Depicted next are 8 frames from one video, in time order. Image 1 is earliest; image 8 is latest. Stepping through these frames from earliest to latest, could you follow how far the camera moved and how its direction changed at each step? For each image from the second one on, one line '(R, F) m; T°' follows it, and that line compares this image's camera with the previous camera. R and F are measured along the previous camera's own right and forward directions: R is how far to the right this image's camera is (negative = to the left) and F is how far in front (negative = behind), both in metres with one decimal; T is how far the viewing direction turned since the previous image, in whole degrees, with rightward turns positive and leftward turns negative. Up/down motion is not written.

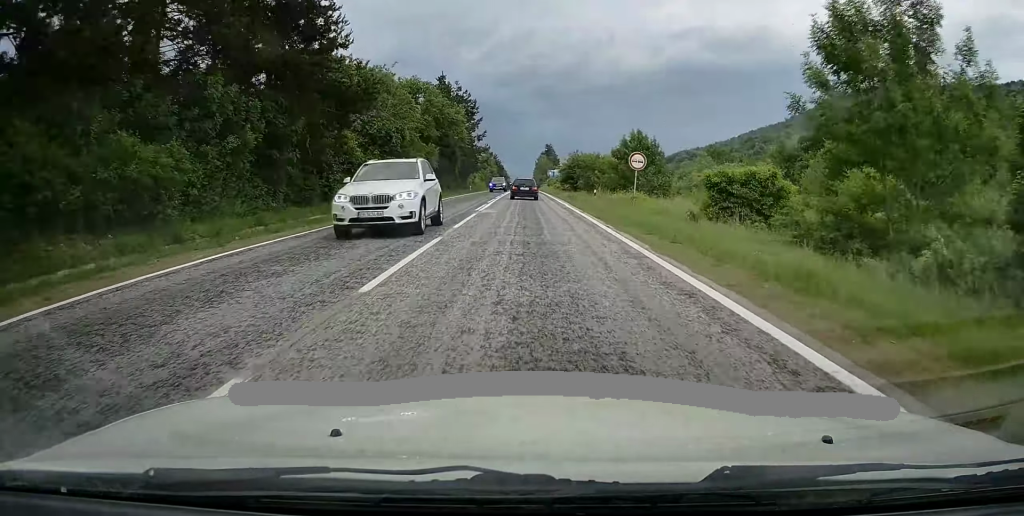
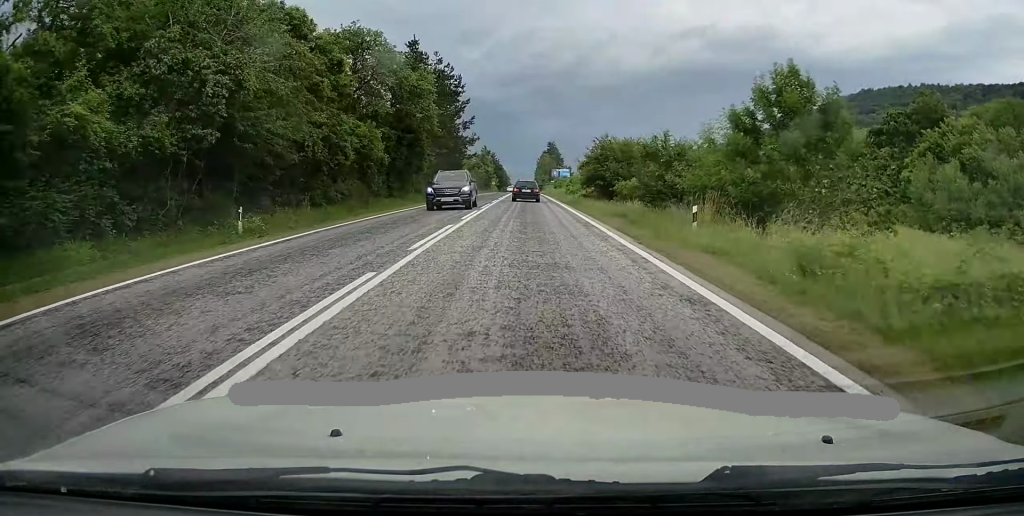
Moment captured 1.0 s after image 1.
(+0.3, +23.3) m; 0°
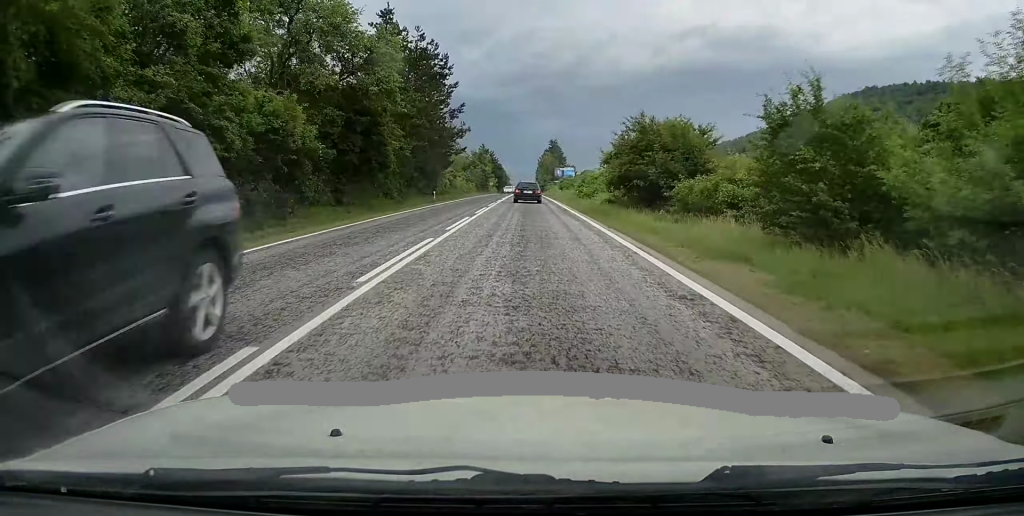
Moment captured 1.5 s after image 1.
(-0.1, +12.8) m; 0°
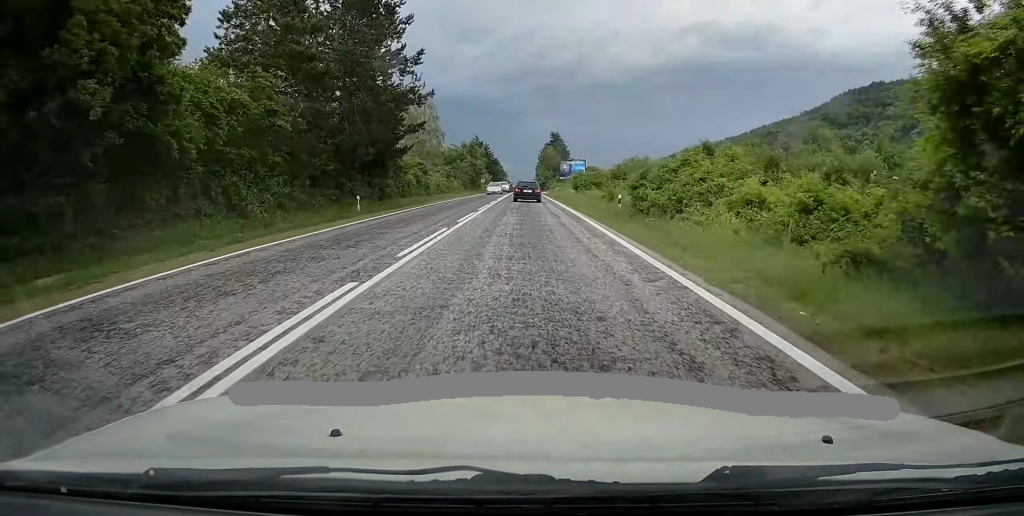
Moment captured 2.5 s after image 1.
(-0.1, +24.0) m; 0°
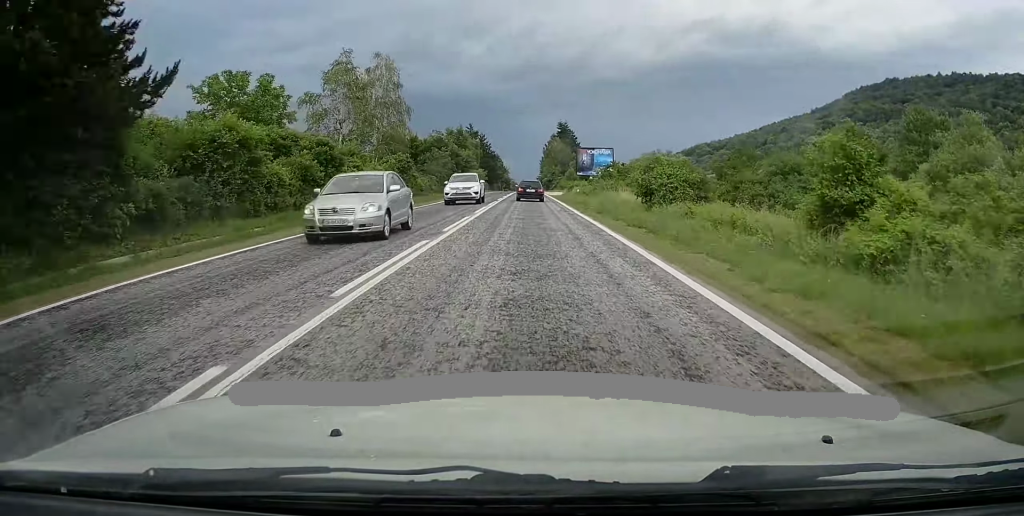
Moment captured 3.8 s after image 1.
(0.0, +30.3) m; -1°
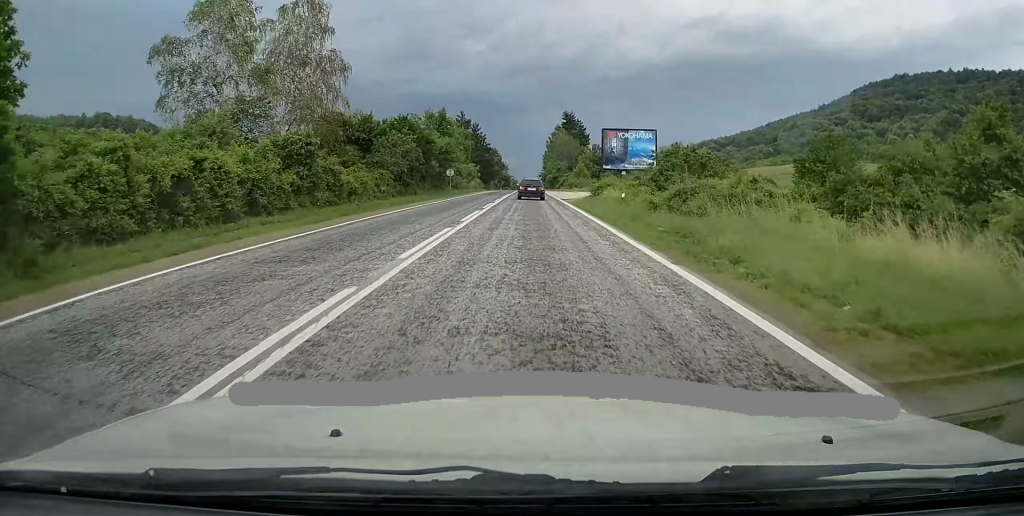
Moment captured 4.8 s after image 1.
(-0.2, +23.9) m; 0°
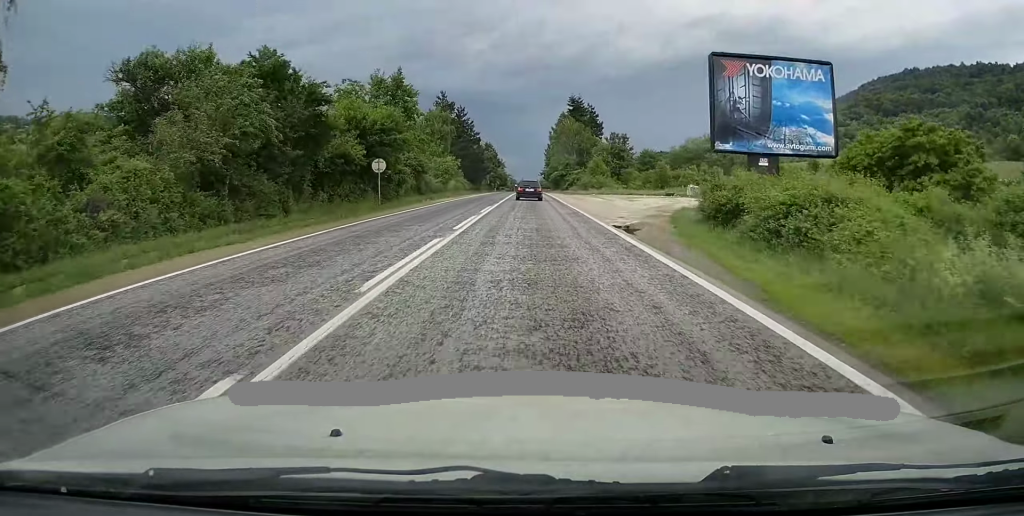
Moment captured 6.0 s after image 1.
(0.0, +29.6) m; +1°
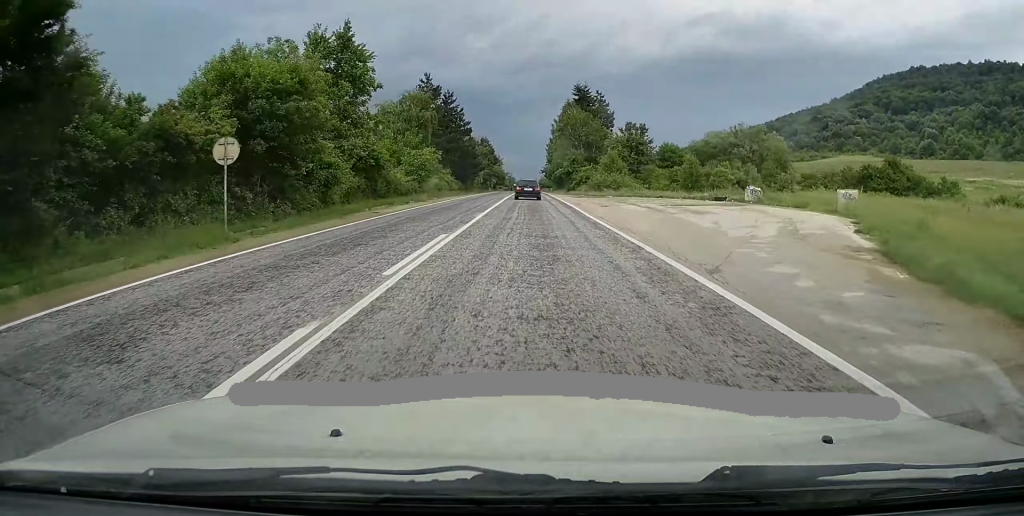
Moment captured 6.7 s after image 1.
(+0.2, +16.9) m; 0°
